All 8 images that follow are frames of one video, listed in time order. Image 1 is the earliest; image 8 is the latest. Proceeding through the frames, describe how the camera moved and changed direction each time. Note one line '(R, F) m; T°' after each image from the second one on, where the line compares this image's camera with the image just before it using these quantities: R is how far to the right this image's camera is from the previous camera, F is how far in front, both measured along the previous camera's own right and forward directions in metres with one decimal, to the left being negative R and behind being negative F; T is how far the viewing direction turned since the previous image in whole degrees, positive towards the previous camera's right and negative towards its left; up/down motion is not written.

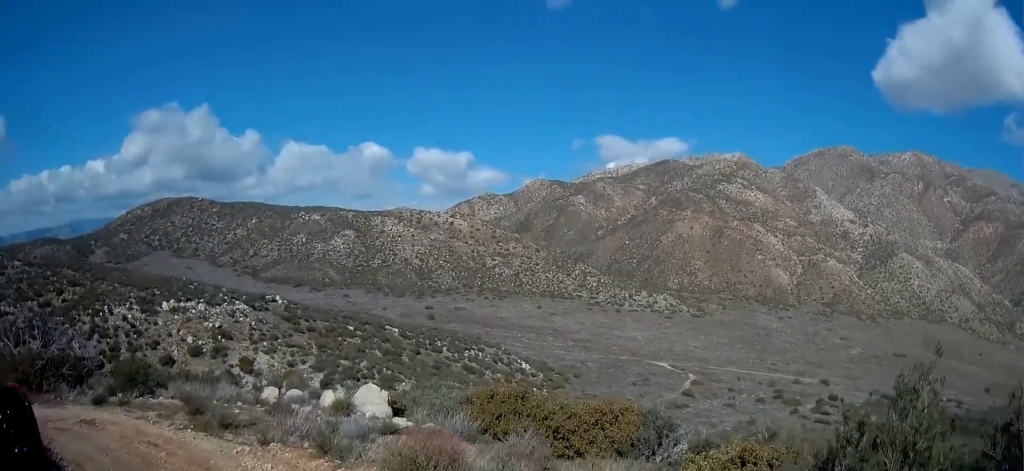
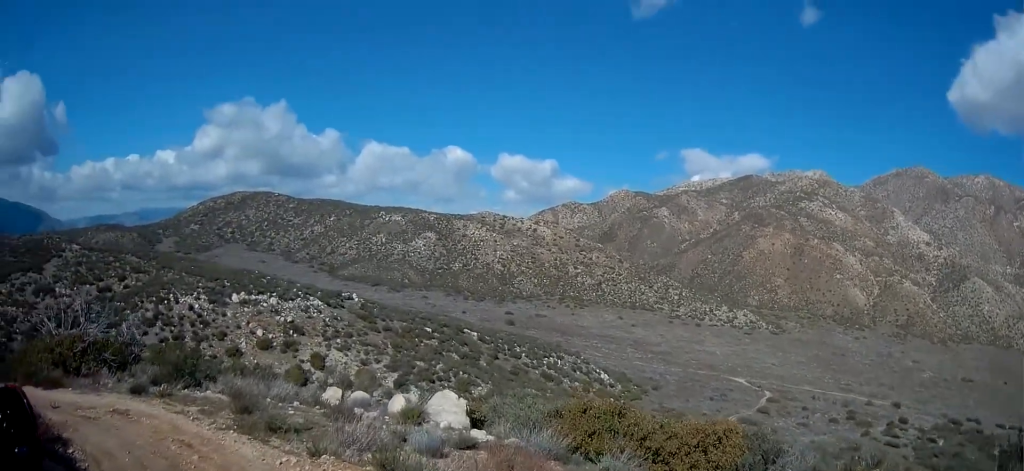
(-0.1, +1.4) m; -5°
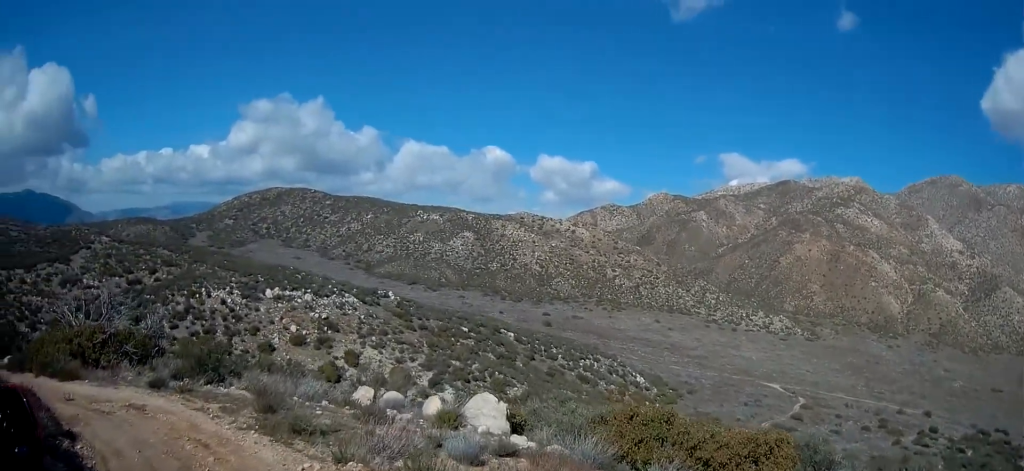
(0.0, +0.7) m; -2°
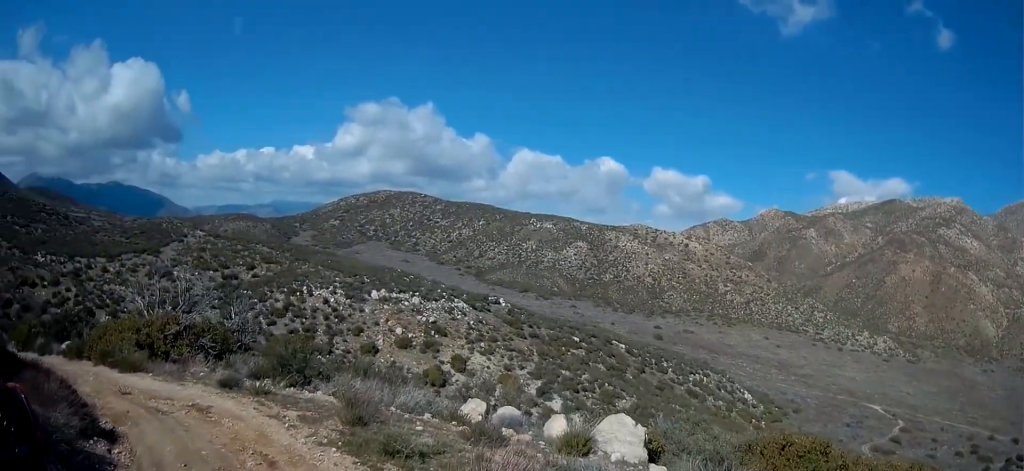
(-0.1, +1.7) m; -12°
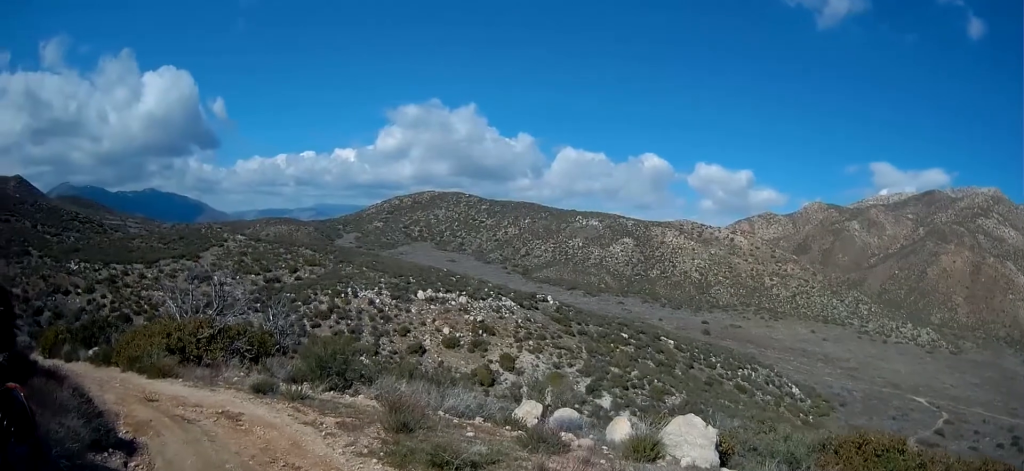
(0.0, +0.8) m; -7°
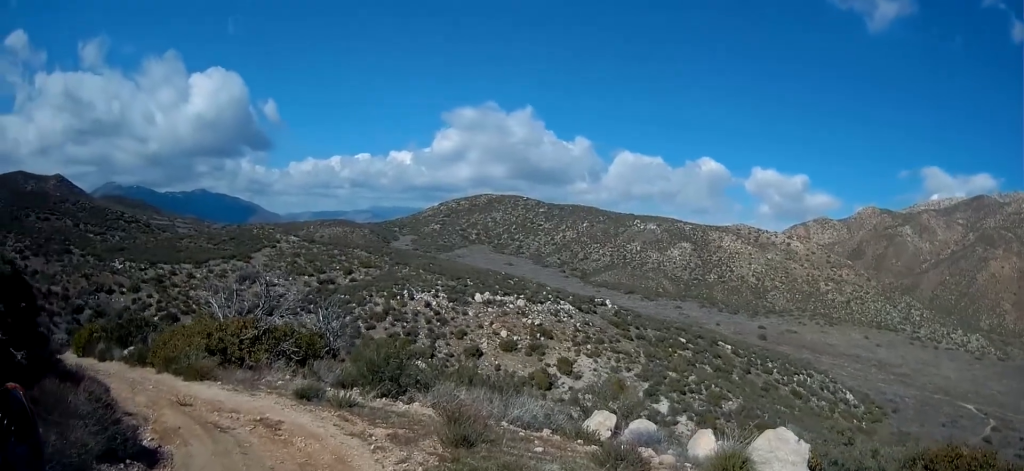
(-0.1, +0.9) m; -7°
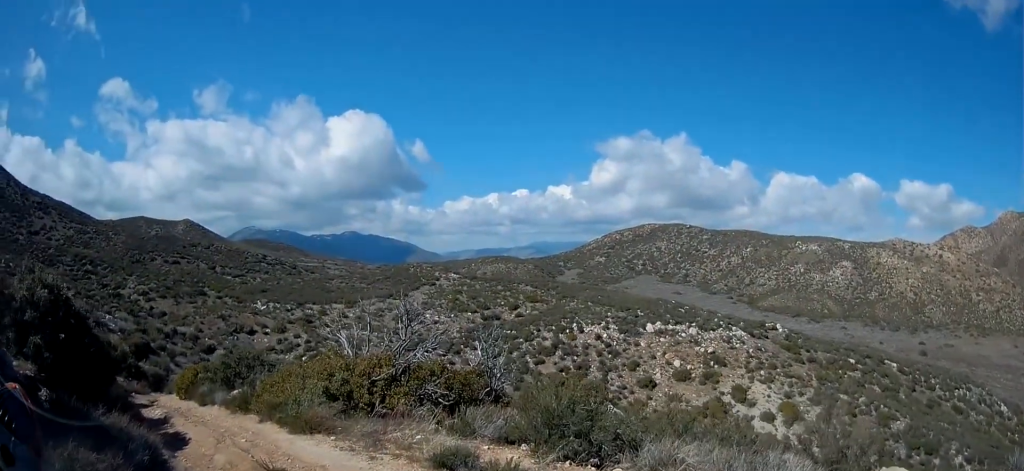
(-0.6, +3.5) m; -18°
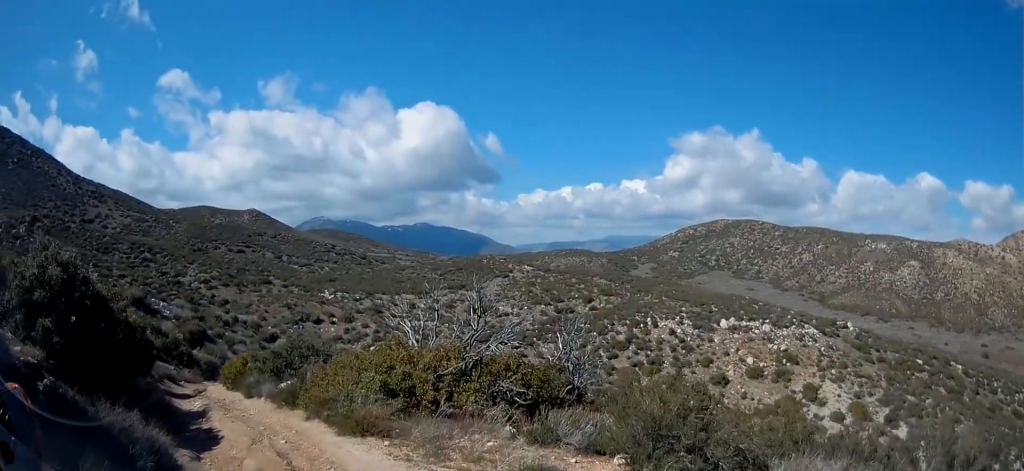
(-0.1, +1.6) m; -8°
